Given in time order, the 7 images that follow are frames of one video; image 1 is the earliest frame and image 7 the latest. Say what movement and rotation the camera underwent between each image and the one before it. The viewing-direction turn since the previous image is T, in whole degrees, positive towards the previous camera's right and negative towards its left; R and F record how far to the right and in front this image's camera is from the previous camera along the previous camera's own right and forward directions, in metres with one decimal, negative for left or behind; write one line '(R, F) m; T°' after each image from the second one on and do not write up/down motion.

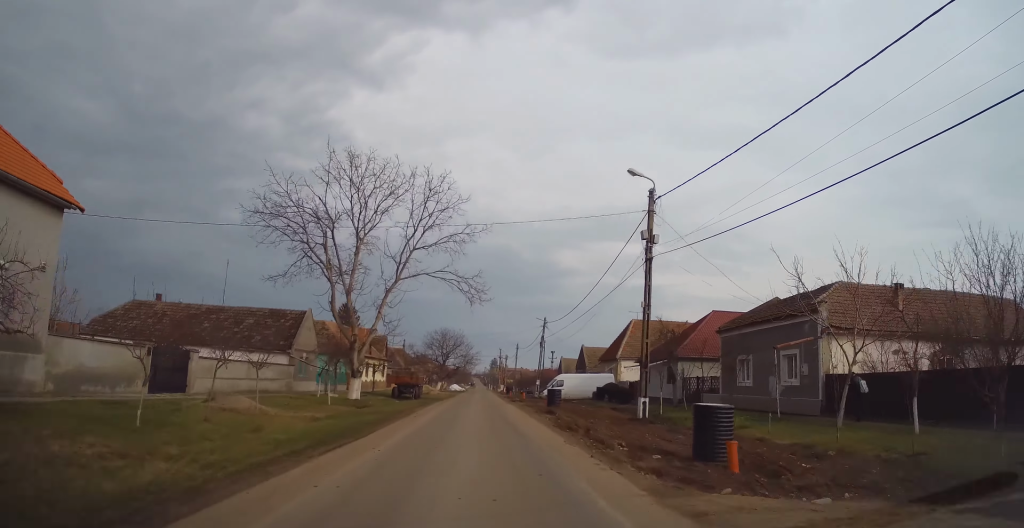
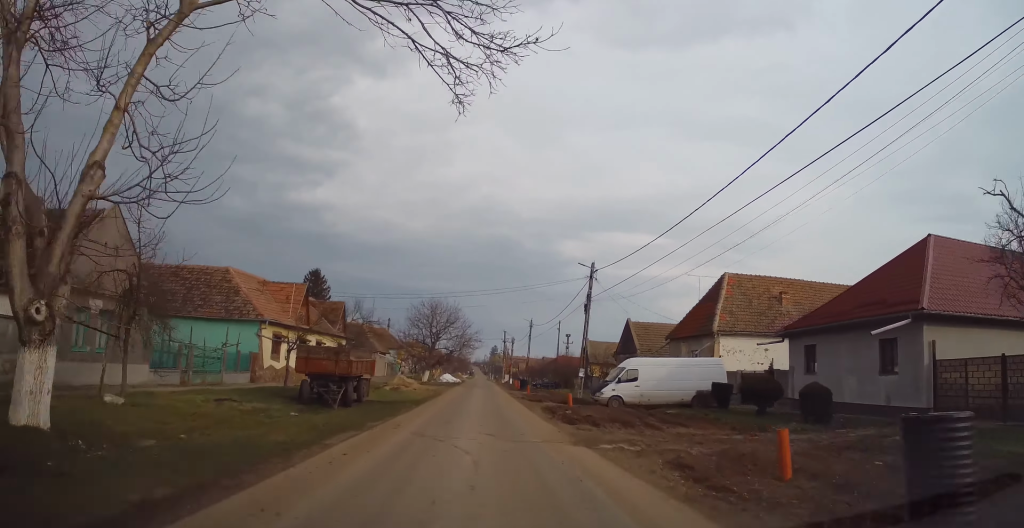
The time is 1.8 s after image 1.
(+0.3, +25.3) m; +1°
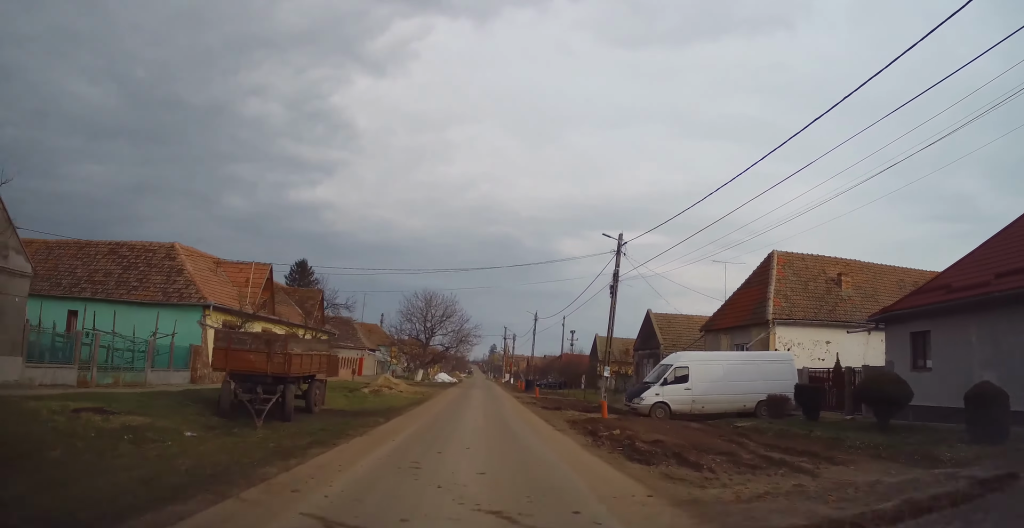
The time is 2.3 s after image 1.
(-0.3, +7.3) m; -1°
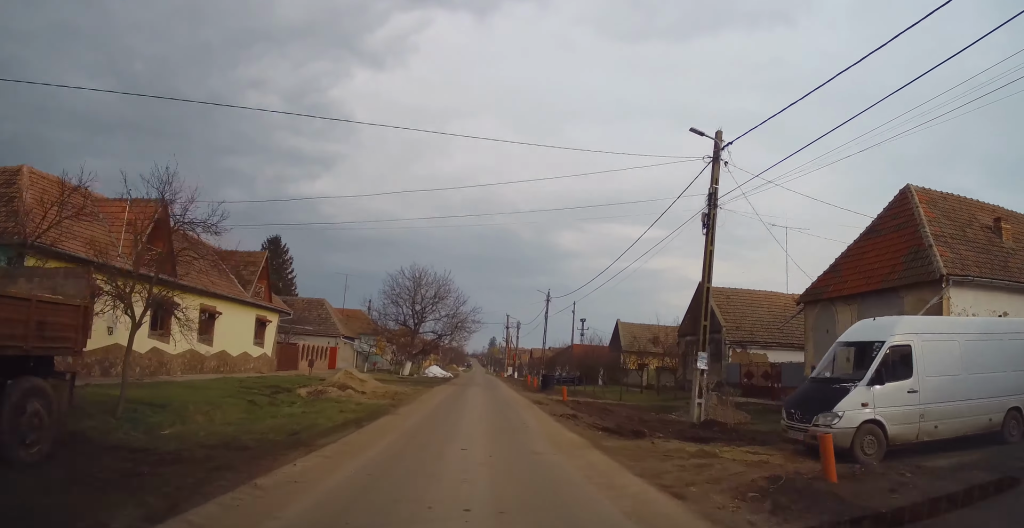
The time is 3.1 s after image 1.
(-0.2, +12.3) m; 0°
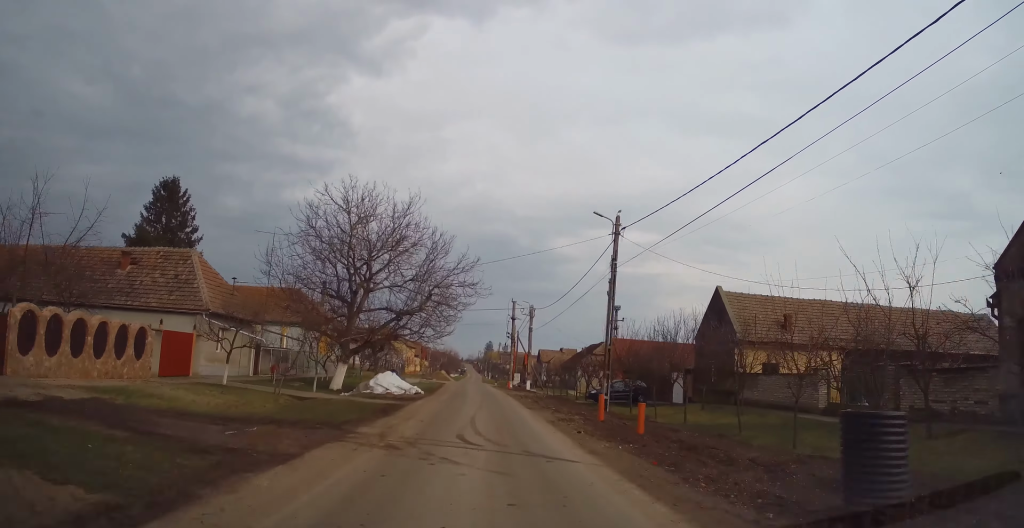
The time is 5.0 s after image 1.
(+0.8, +28.8) m; +2°
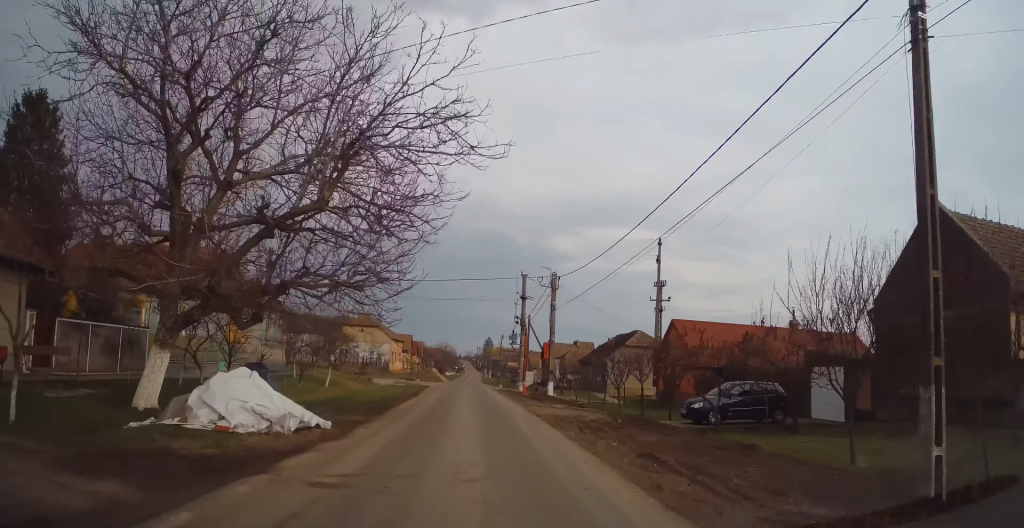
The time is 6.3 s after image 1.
(-0.3, +19.1) m; -1°
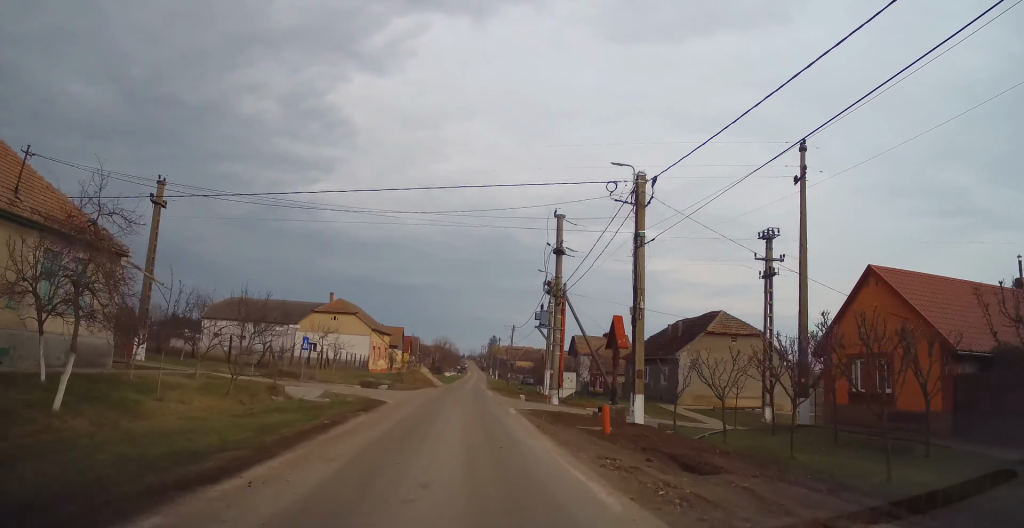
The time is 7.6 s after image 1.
(+0.3, +21.2) m; +1°
